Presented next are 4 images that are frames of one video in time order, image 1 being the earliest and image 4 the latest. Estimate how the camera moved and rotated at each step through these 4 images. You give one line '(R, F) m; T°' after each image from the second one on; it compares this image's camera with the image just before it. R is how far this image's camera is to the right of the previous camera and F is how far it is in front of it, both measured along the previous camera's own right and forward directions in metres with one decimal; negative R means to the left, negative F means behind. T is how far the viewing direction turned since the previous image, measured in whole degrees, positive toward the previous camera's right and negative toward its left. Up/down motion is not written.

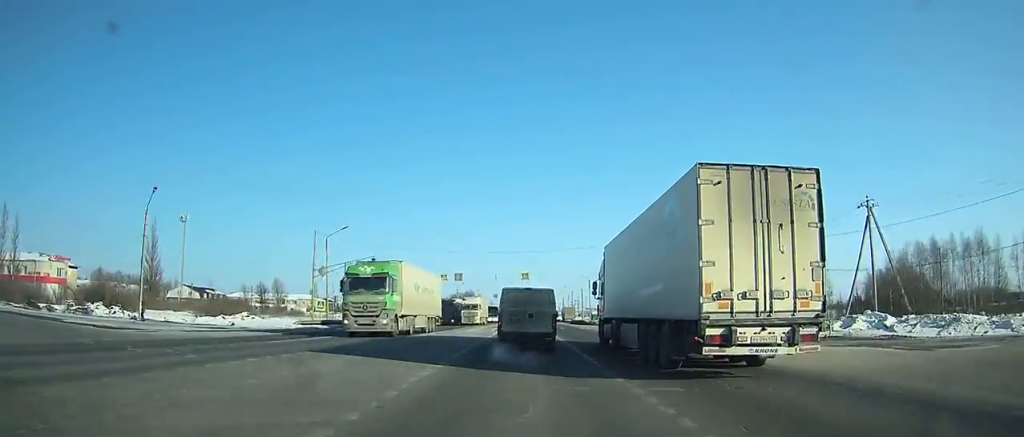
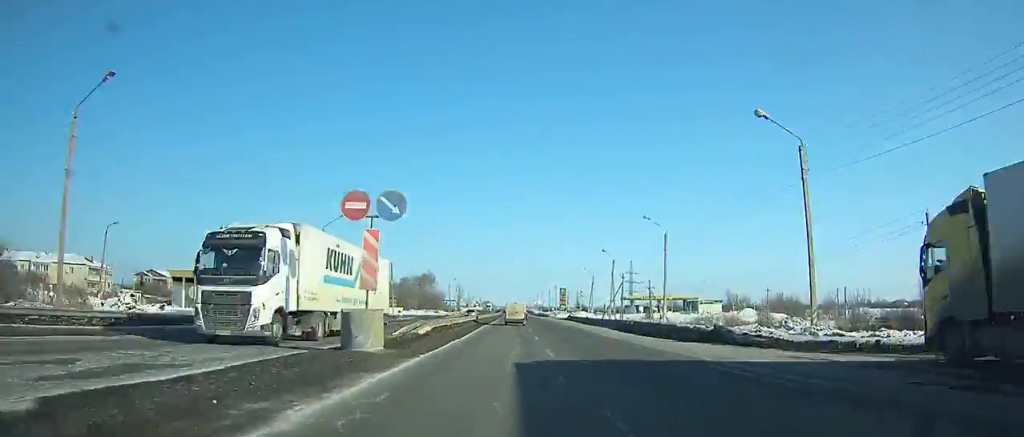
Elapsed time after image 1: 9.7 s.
(-2.4, +161.8) m; -1°
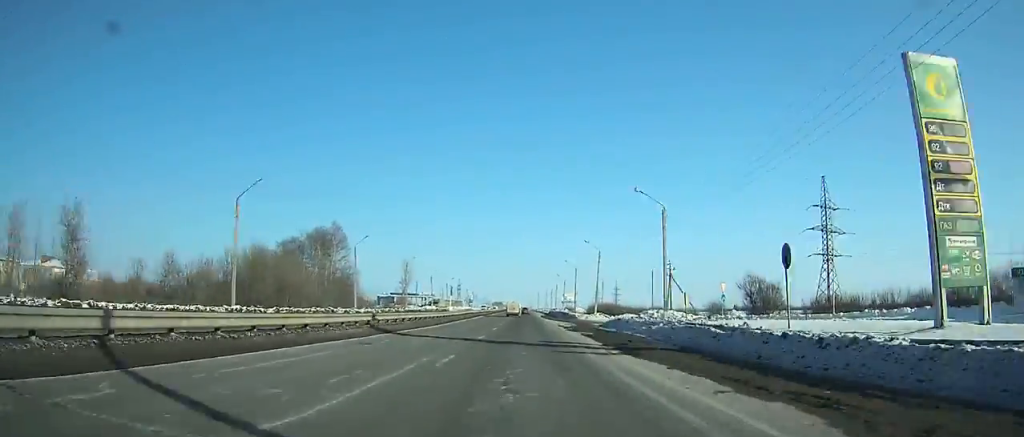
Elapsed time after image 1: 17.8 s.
(-2.3, +170.6) m; -2°
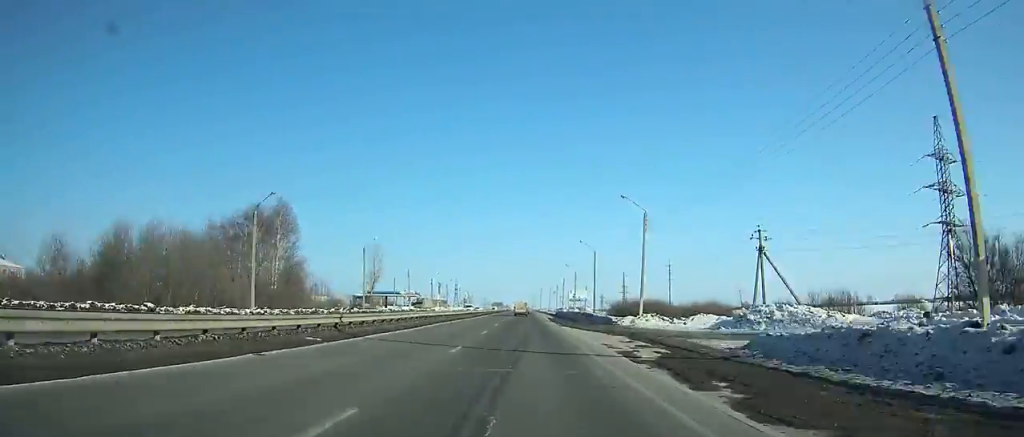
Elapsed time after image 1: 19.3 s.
(-0.1, +31.8) m; 0°
